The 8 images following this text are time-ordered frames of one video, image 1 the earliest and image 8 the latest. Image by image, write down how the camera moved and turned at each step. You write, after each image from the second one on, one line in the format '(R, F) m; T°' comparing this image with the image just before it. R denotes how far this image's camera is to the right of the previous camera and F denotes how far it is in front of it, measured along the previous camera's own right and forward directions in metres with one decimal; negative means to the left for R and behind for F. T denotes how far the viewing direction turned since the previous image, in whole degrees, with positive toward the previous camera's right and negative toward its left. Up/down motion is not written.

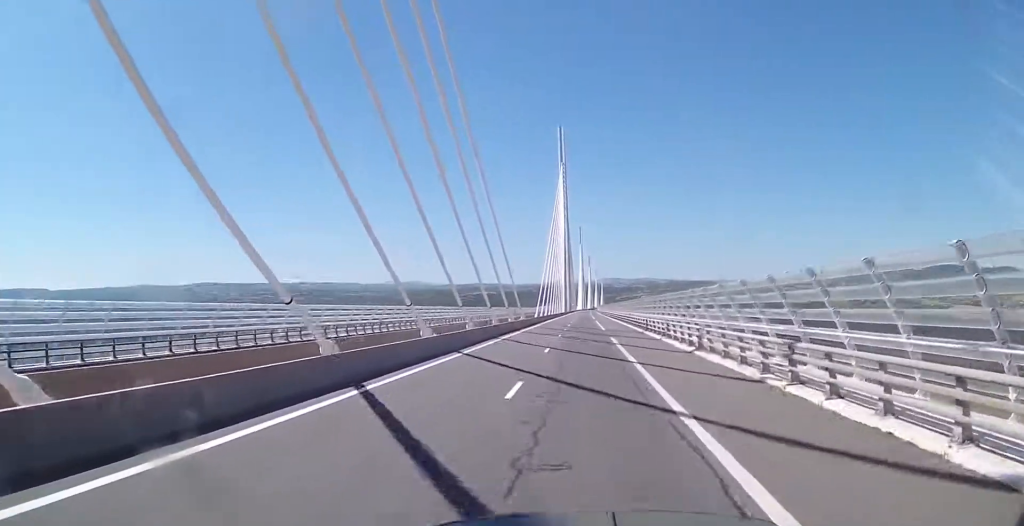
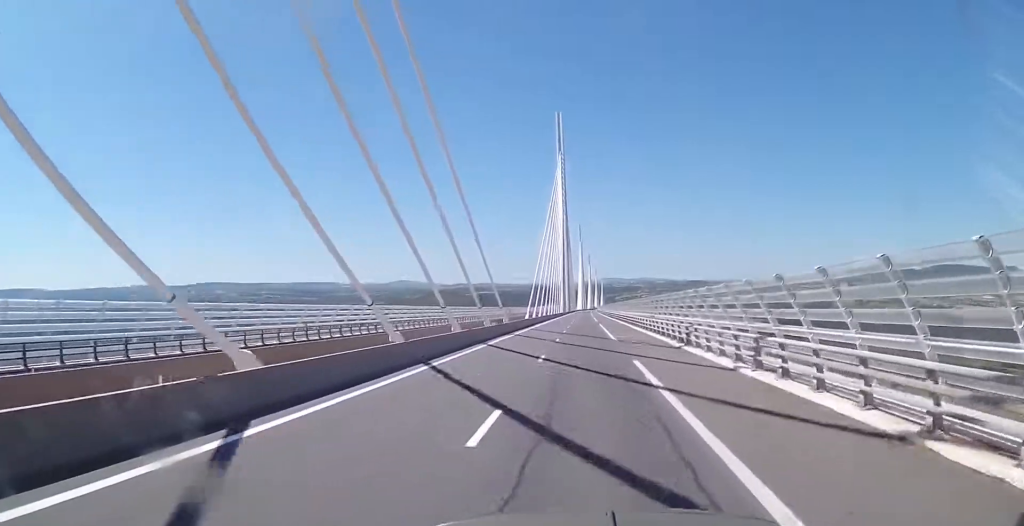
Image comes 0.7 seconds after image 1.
(+0.3, +17.9) m; 0°
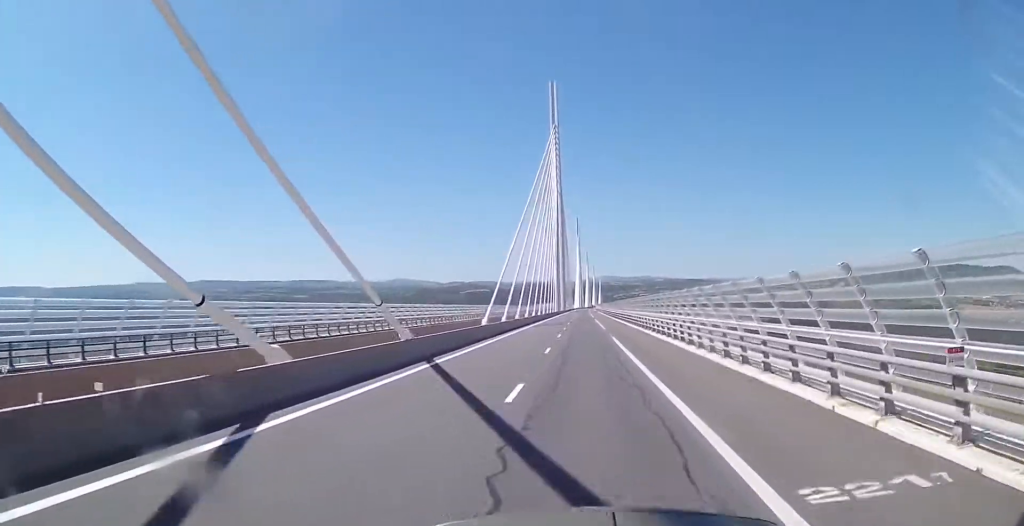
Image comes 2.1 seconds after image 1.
(-0.3, +36.1) m; -1°
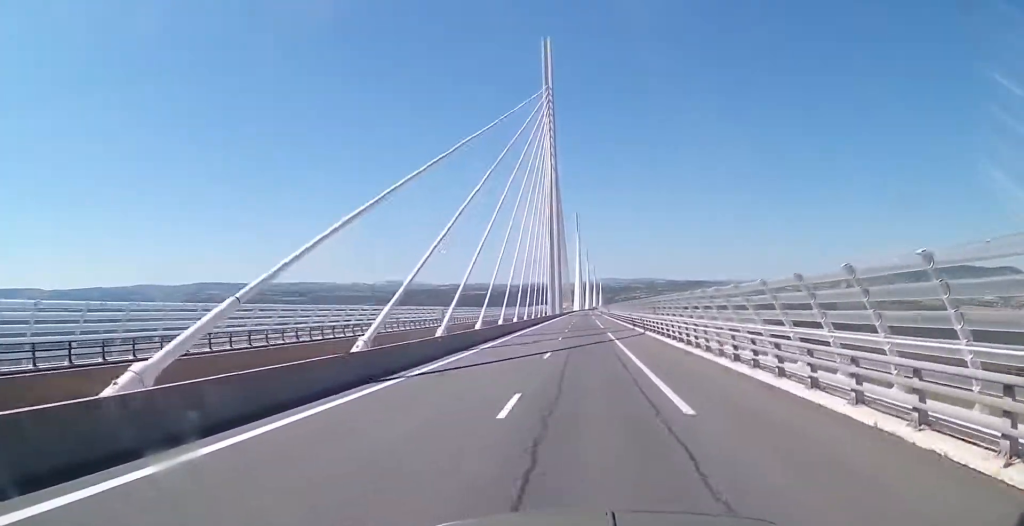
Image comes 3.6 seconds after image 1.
(+0.5, +41.5) m; +1°
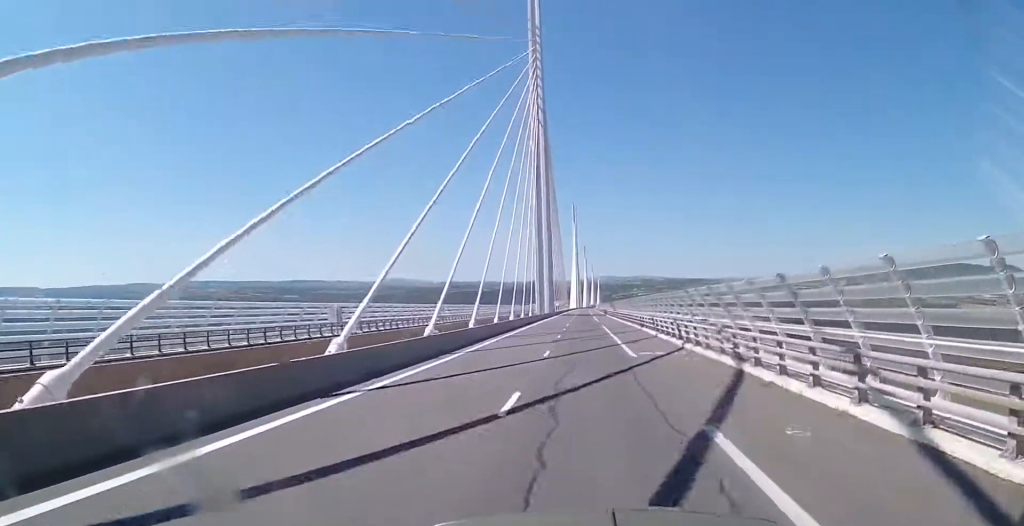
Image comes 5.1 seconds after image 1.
(-0.3, +39.8) m; 0°
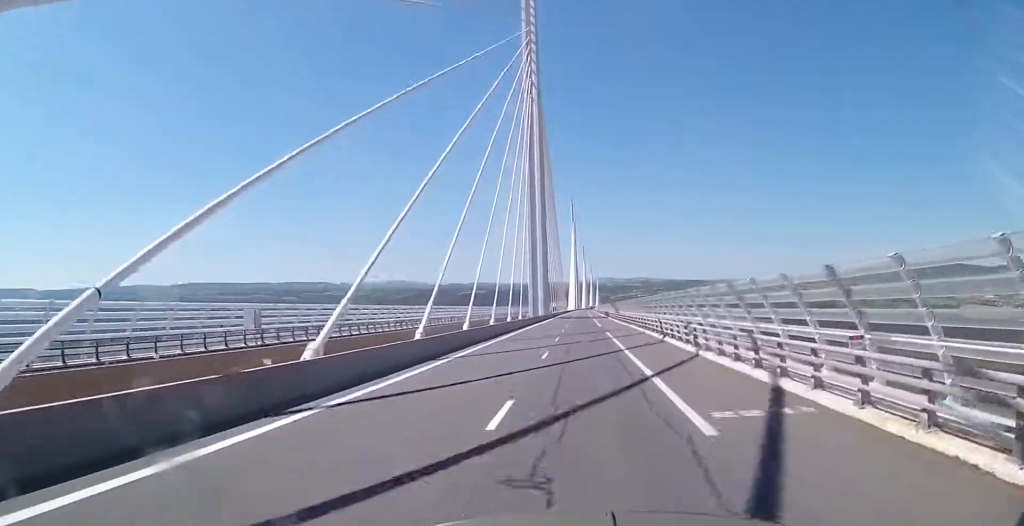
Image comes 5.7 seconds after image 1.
(+0.2, +14.2) m; 0°
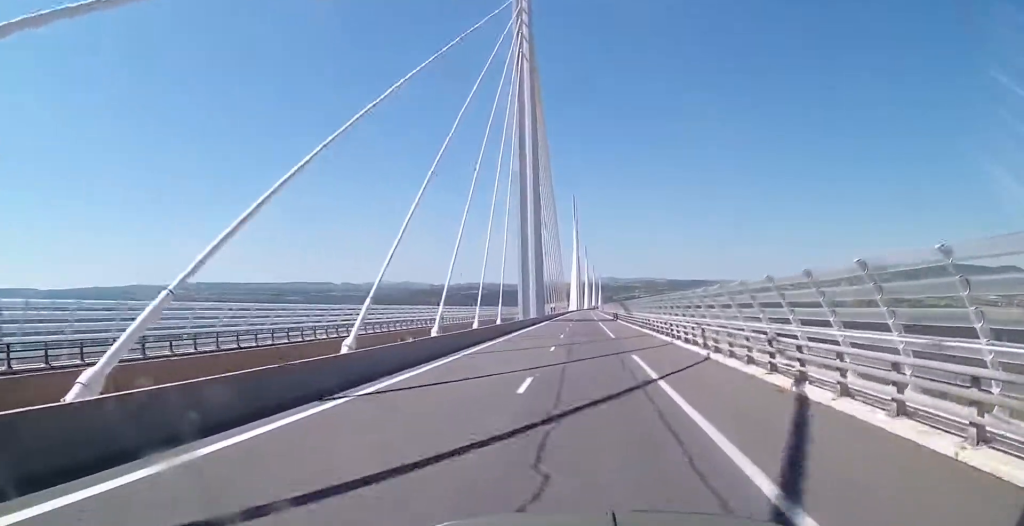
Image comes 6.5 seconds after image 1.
(-0.1, +22.2) m; 0°
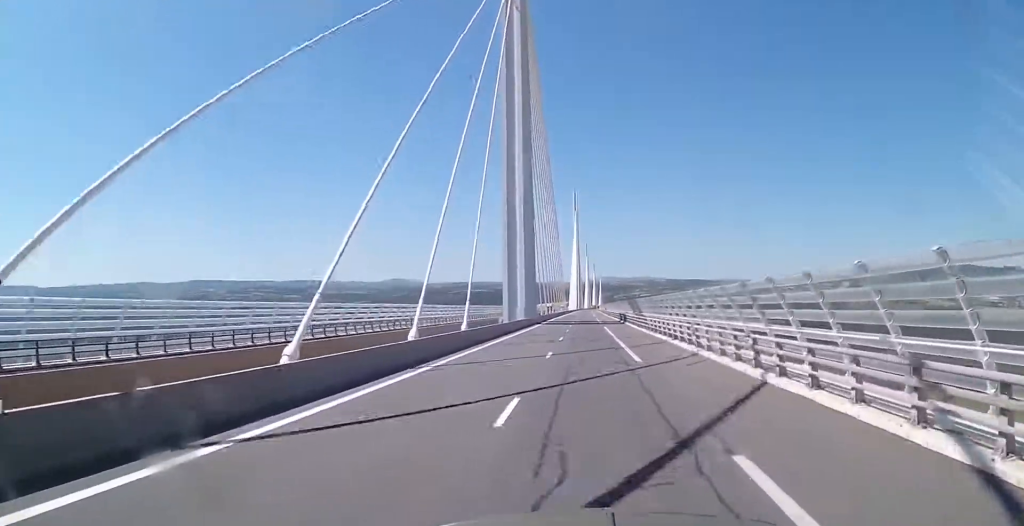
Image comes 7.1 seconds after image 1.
(-0.1, +17.4) m; 0°
